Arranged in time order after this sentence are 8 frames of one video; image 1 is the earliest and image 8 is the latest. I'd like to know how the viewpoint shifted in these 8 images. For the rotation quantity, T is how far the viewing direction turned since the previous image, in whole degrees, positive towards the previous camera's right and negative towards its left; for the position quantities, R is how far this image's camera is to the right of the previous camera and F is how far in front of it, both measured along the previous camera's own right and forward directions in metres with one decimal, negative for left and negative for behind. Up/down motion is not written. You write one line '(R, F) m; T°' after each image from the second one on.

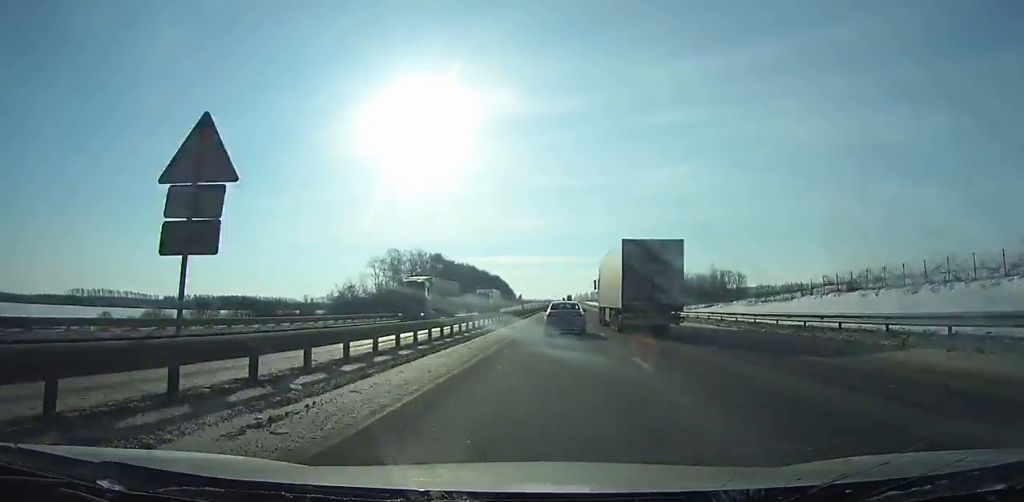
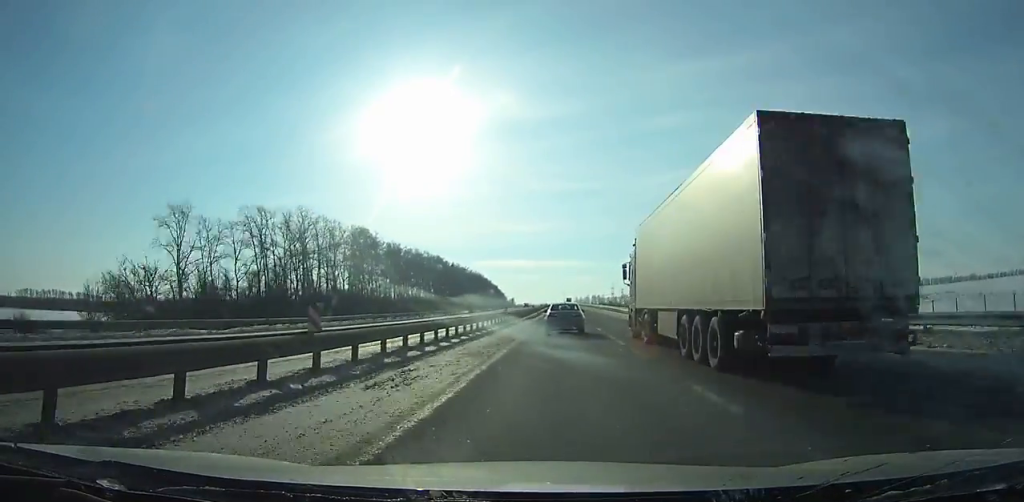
(-0.1, +98.4) m; 0°
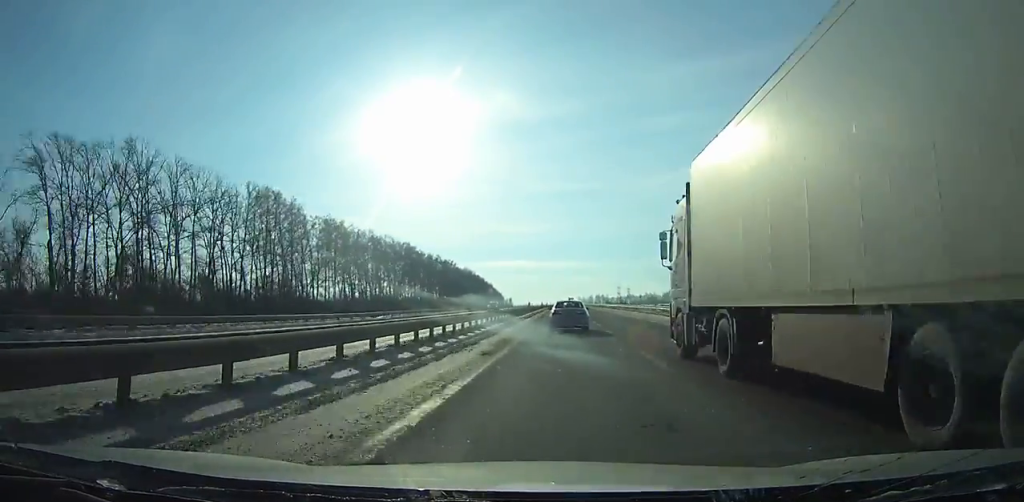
(-0.1, +55.3) m; 0°
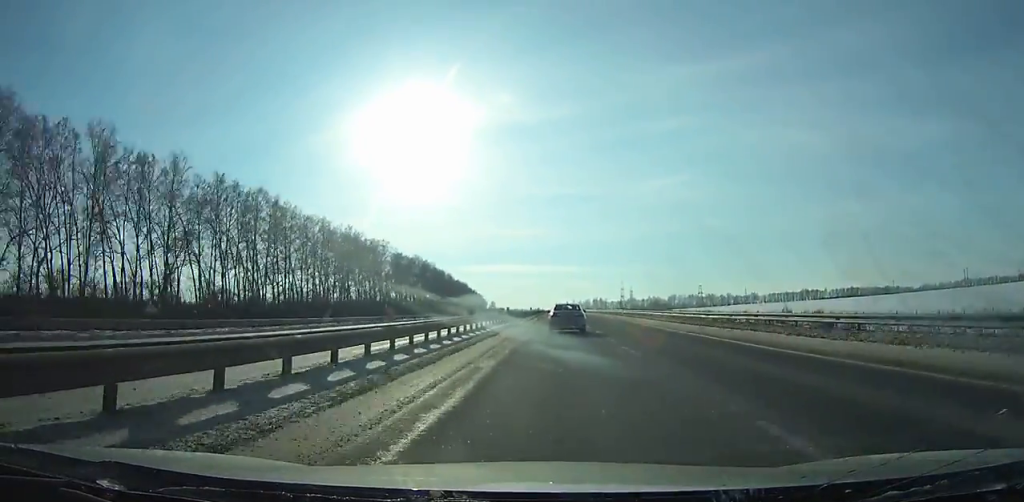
(+0.3, +102.0) m; 0°
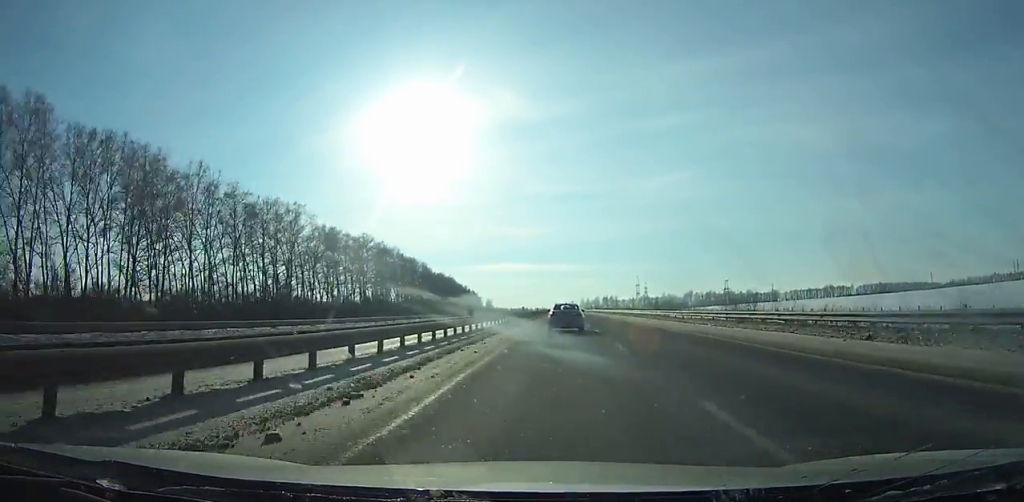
(-0.1, +70.2) m; 0°
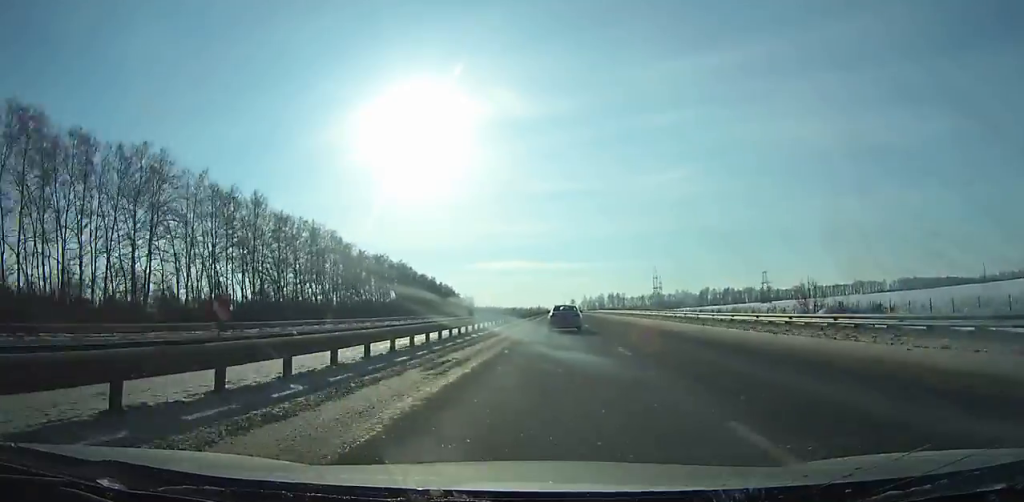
(-0.3, +97.1) m; 0°
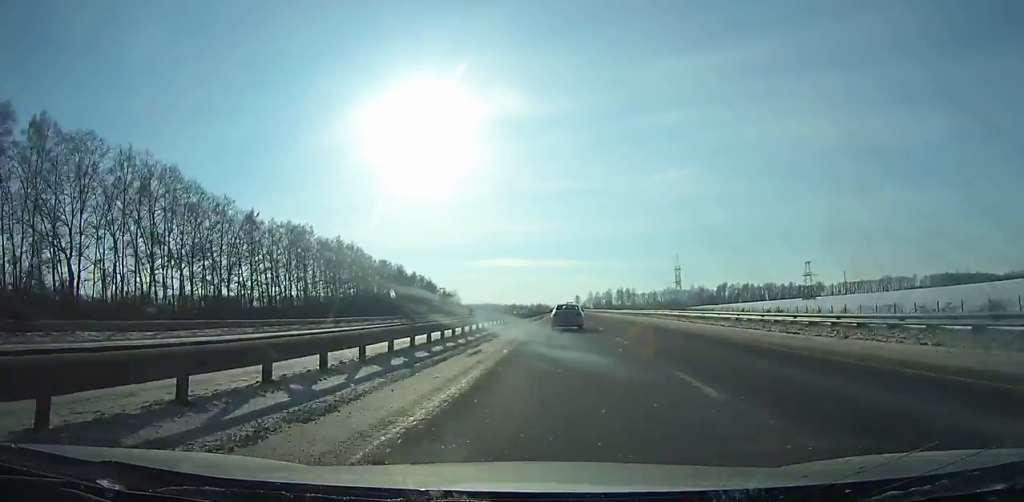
(0.0, +68.2) m; 0°
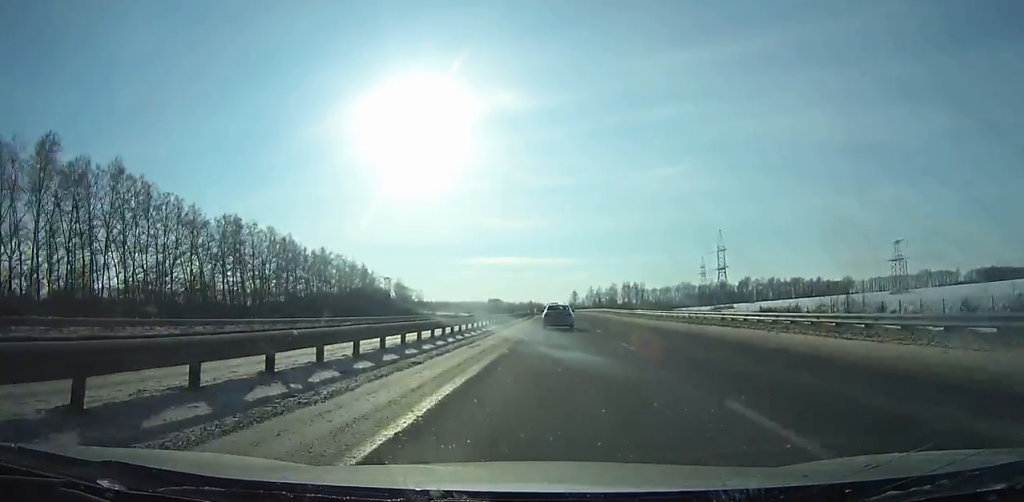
(0.0, +98.8) m; 0°
